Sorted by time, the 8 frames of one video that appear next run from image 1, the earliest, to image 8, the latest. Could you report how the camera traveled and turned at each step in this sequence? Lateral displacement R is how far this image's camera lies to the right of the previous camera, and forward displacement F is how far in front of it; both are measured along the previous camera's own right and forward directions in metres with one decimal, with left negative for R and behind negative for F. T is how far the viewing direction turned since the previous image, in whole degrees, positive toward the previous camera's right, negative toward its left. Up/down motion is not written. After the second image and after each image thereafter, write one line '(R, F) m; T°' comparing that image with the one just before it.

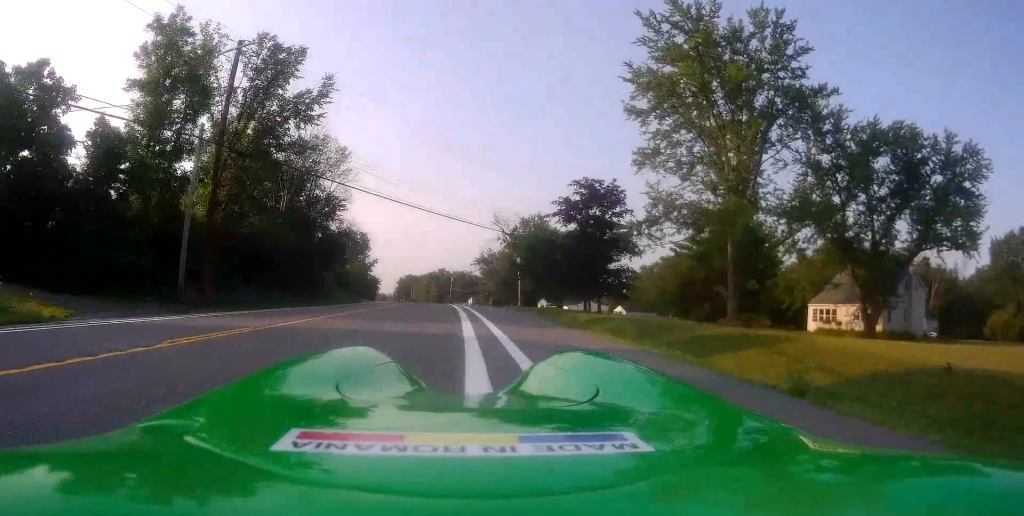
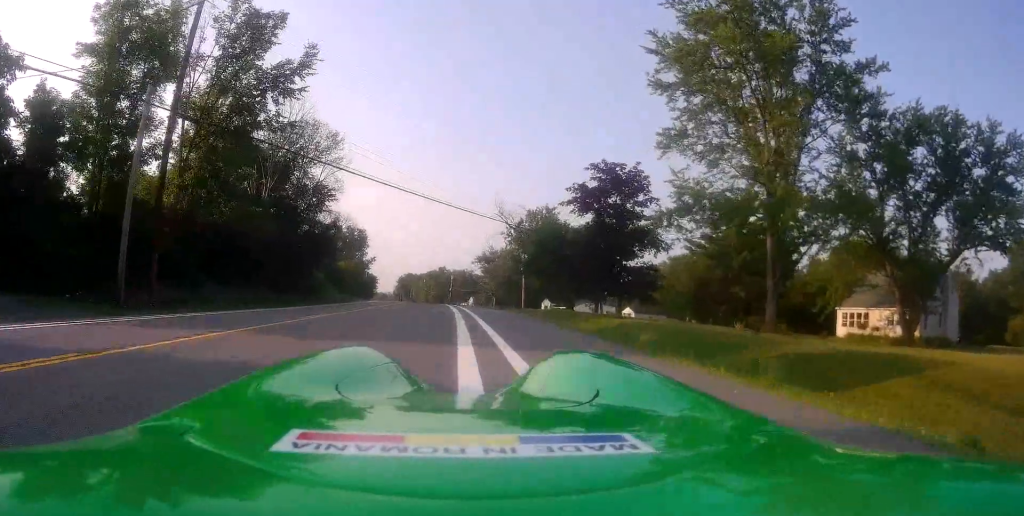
(0.0, +5.1) m; 0°
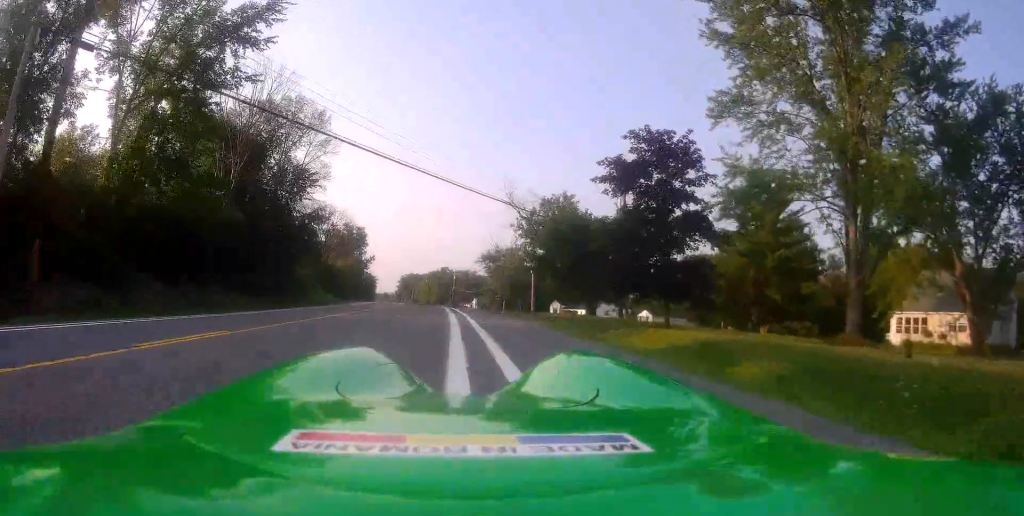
(0.0, +7.2) m; 0°
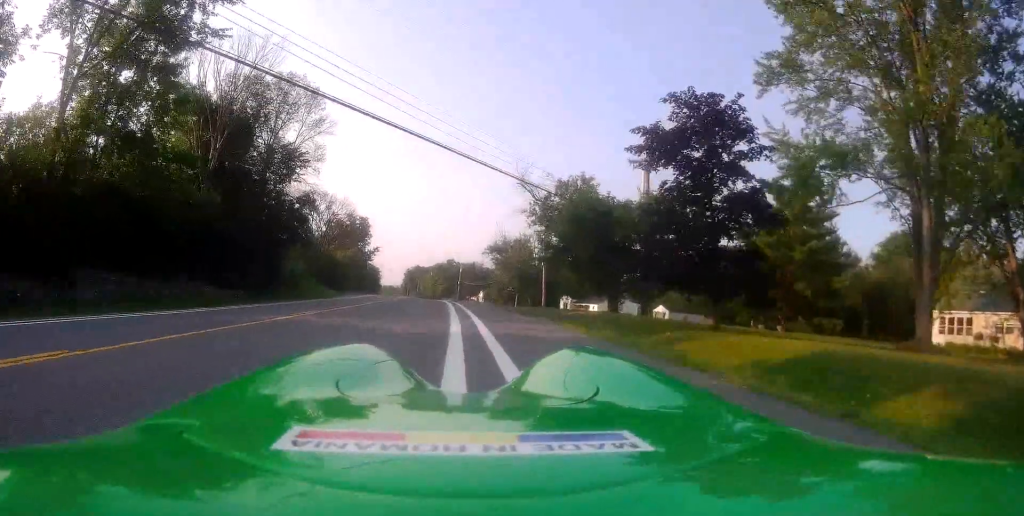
(0.0, +4.5) m; -1°
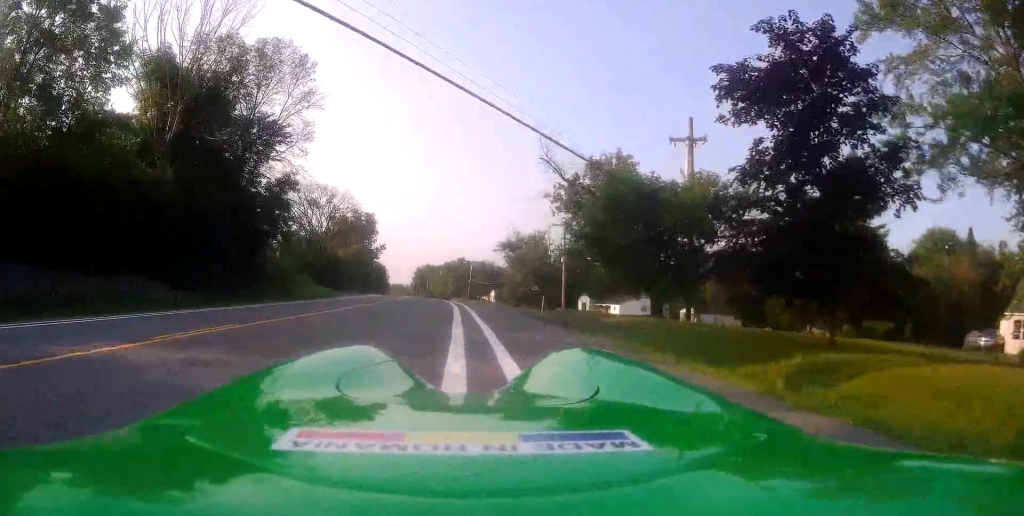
(0.0, +7.0) m; -2°
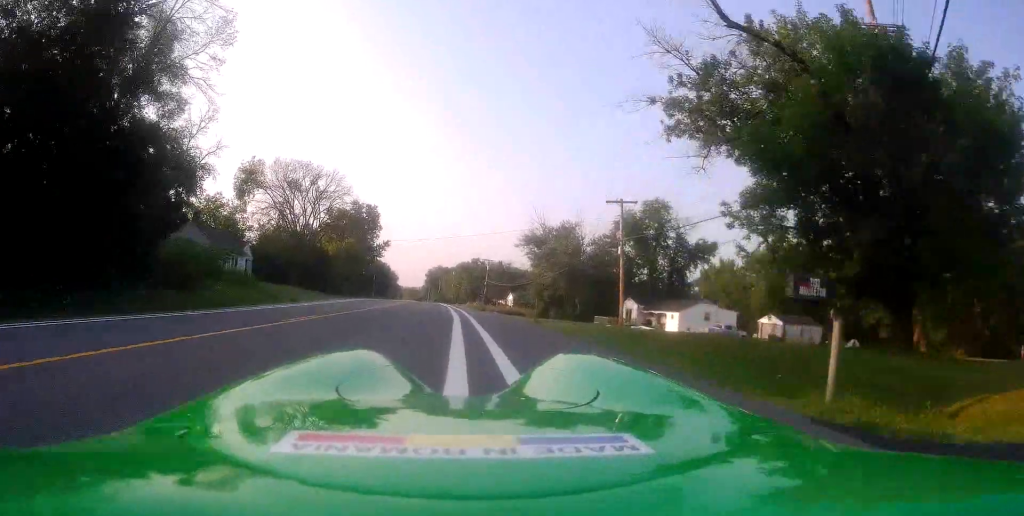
(-0.8, +17.8) m; -3°
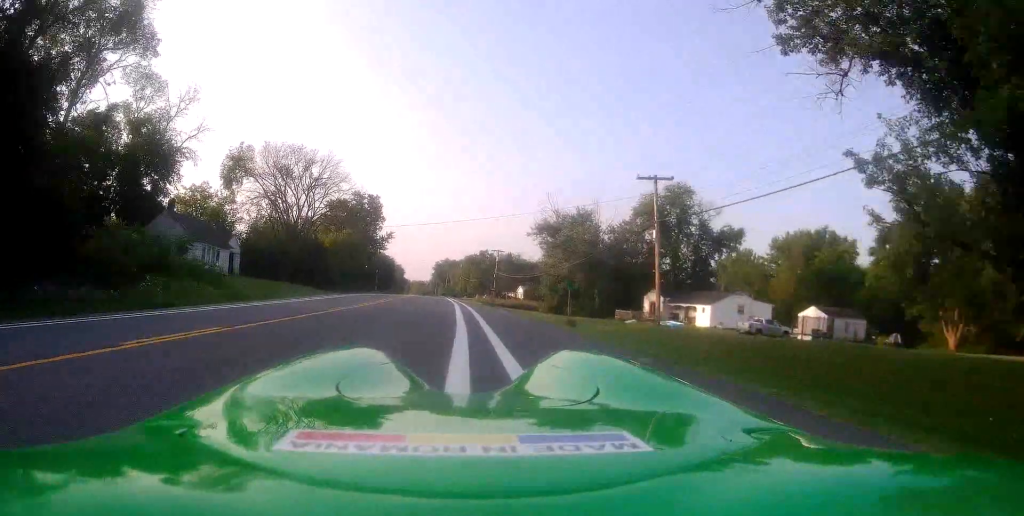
(0.0, +6.8) m; +1°
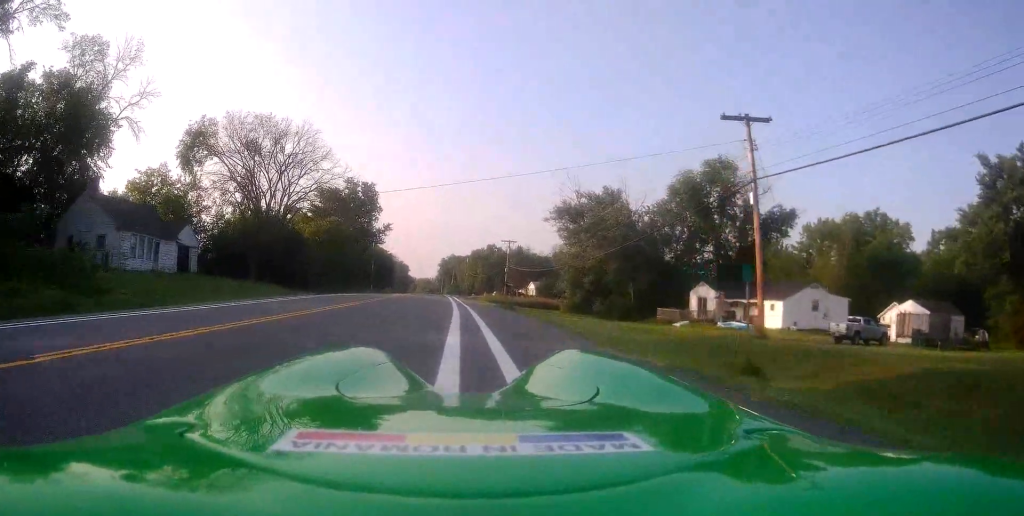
(+0.3, +12.7) m; +1°
